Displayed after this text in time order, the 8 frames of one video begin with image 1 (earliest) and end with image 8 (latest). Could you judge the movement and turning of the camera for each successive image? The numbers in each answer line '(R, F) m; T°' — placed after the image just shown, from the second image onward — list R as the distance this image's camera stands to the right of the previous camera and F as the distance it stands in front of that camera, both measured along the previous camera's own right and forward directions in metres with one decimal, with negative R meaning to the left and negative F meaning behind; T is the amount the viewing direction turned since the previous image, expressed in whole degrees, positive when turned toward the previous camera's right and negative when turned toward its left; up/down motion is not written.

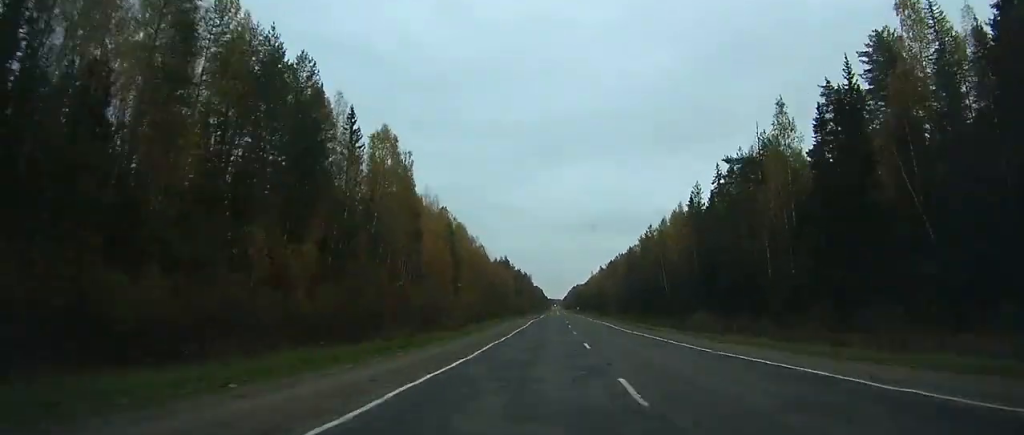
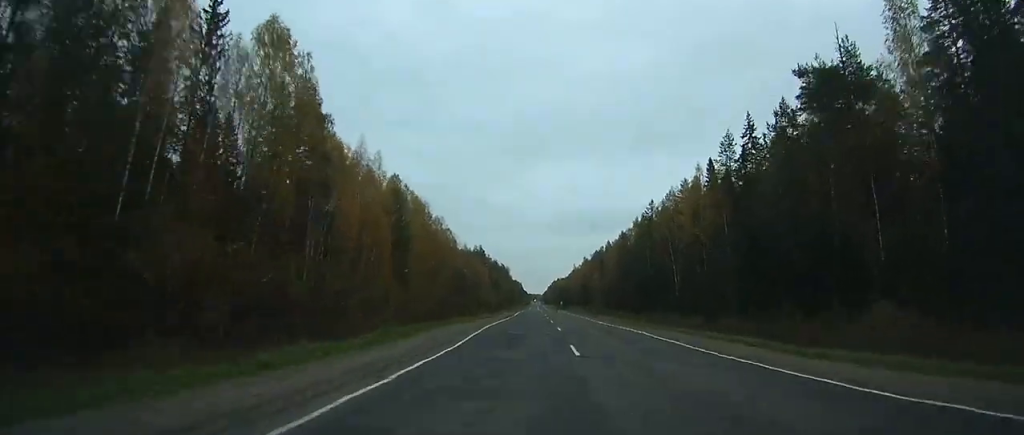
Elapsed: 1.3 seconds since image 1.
(-0.1, +30.3) m; +1°
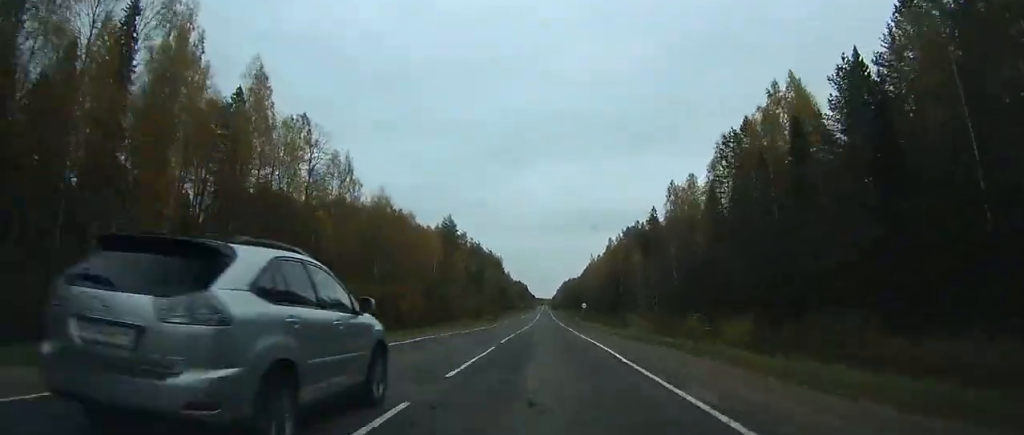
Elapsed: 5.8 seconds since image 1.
(+1.5, +104.4) m; 0°
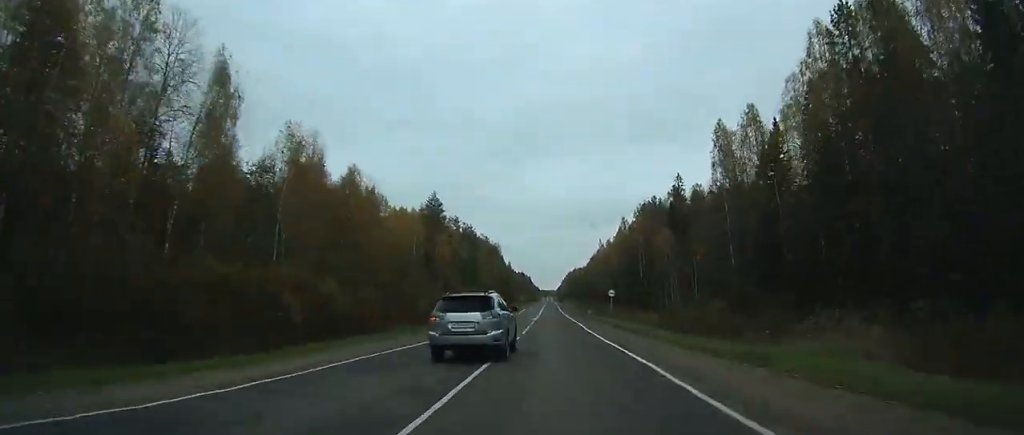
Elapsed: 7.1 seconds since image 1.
(-0.1, +28.3) m; 0°
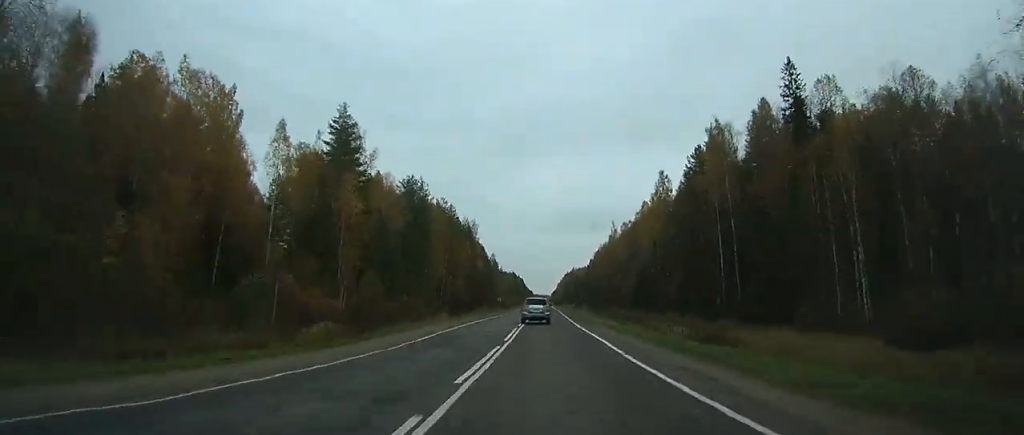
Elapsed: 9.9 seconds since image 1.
(-0.3, +67.0) m; 0°
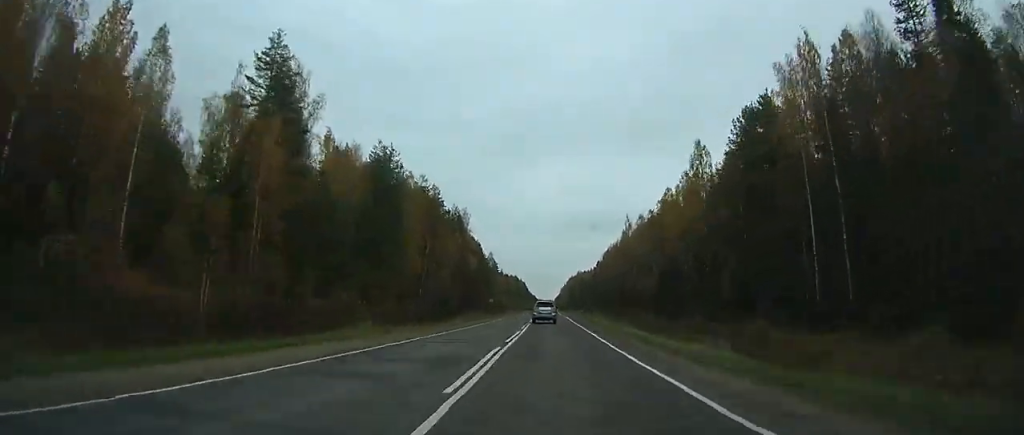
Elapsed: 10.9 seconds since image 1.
(-0.1, +26.3) m; 0°
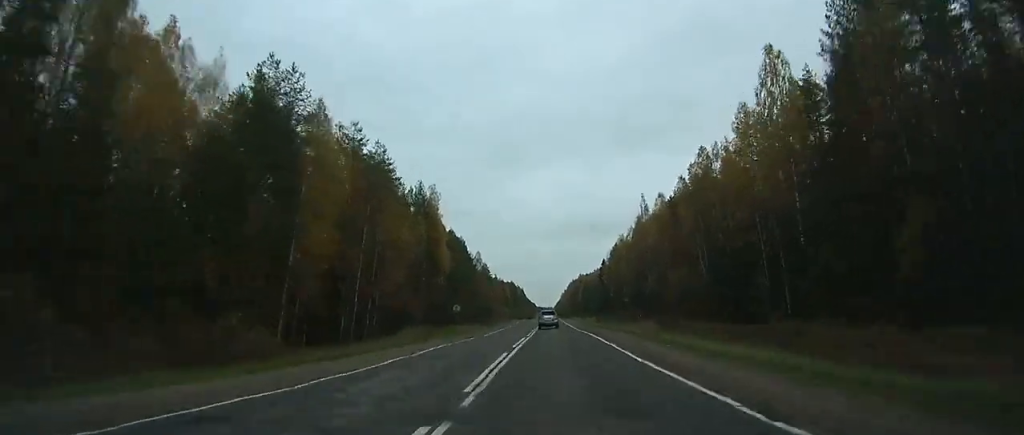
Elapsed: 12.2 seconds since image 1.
(+0.1, +35.7) m; 0°
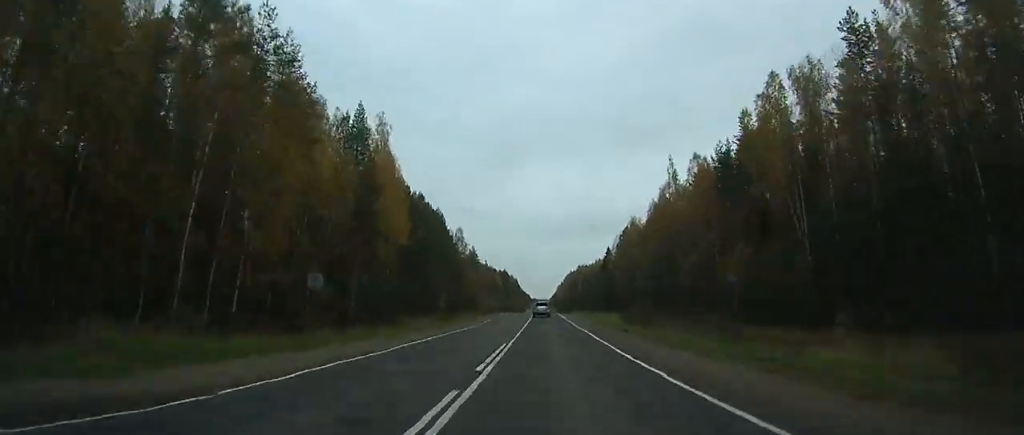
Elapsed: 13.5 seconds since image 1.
(+0.1, +34.1) m; 0°
